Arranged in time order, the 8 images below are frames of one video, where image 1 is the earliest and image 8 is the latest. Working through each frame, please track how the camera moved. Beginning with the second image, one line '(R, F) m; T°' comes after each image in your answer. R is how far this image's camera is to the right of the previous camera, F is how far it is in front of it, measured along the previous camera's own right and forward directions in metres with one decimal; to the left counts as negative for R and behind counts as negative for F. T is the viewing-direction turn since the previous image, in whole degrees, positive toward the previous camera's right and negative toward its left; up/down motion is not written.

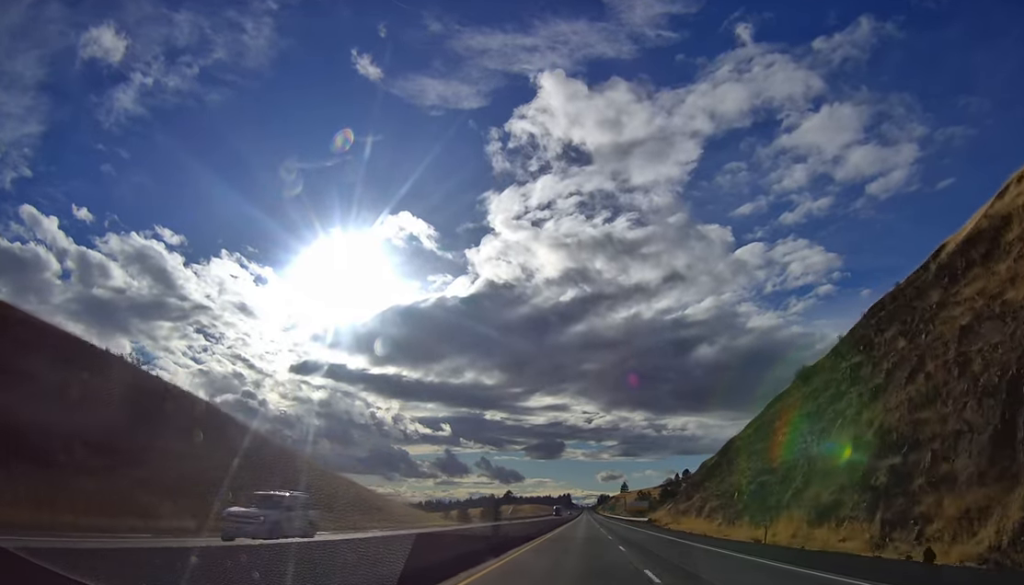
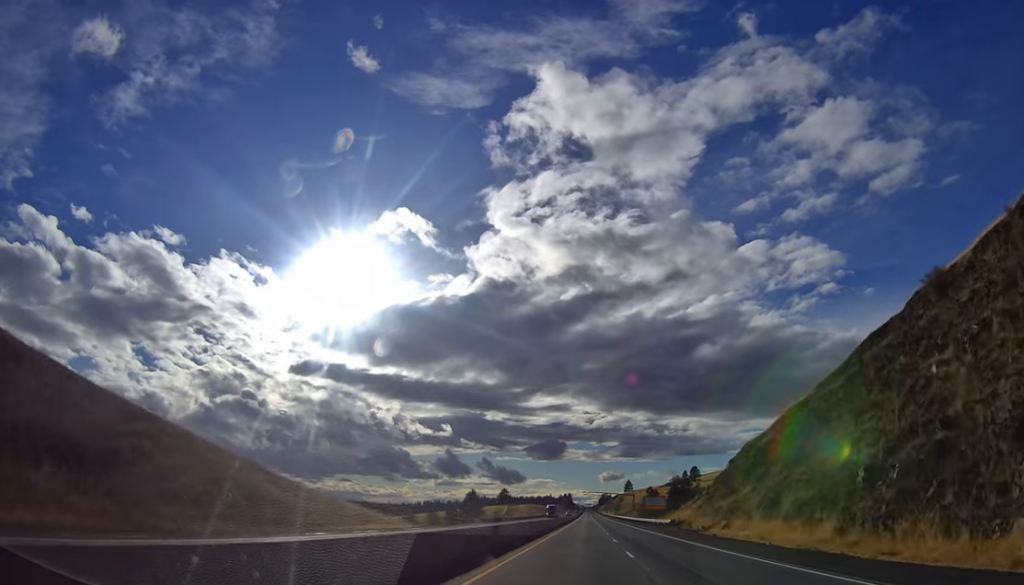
(-0.5, +28.9) m; -1°
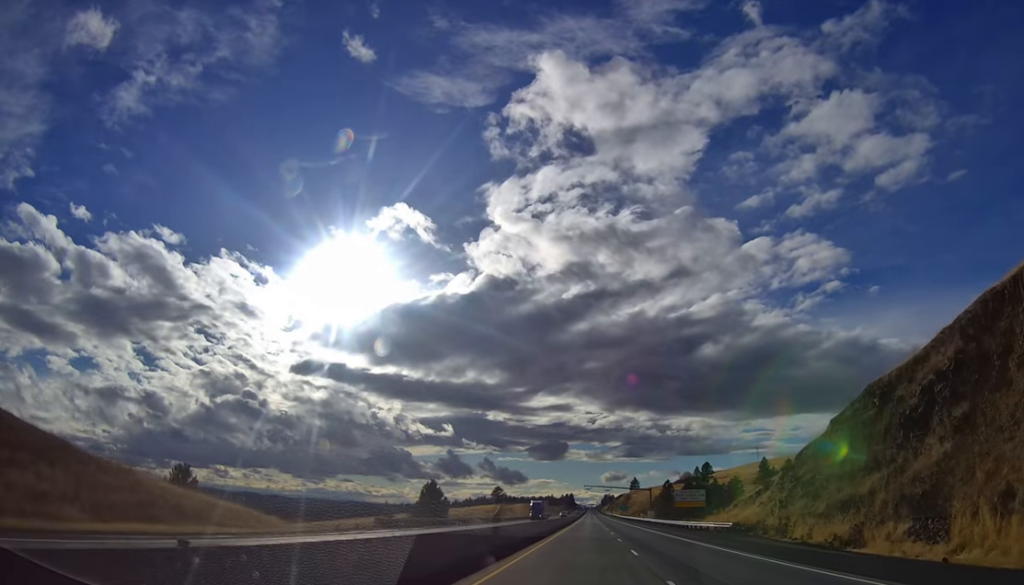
(+0.2, +35.6) m; 0°
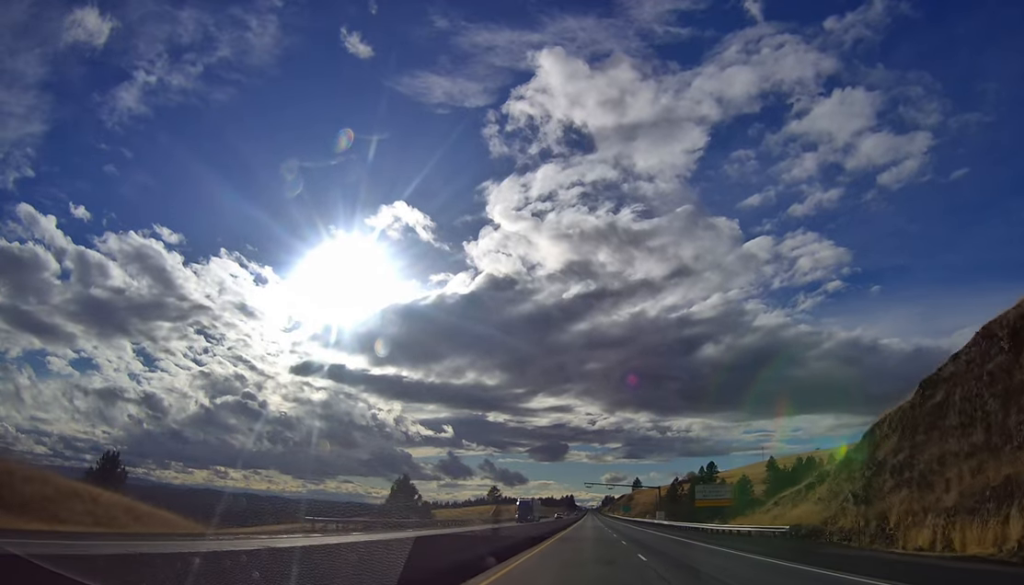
(-0.1, +14.6) m; 0°
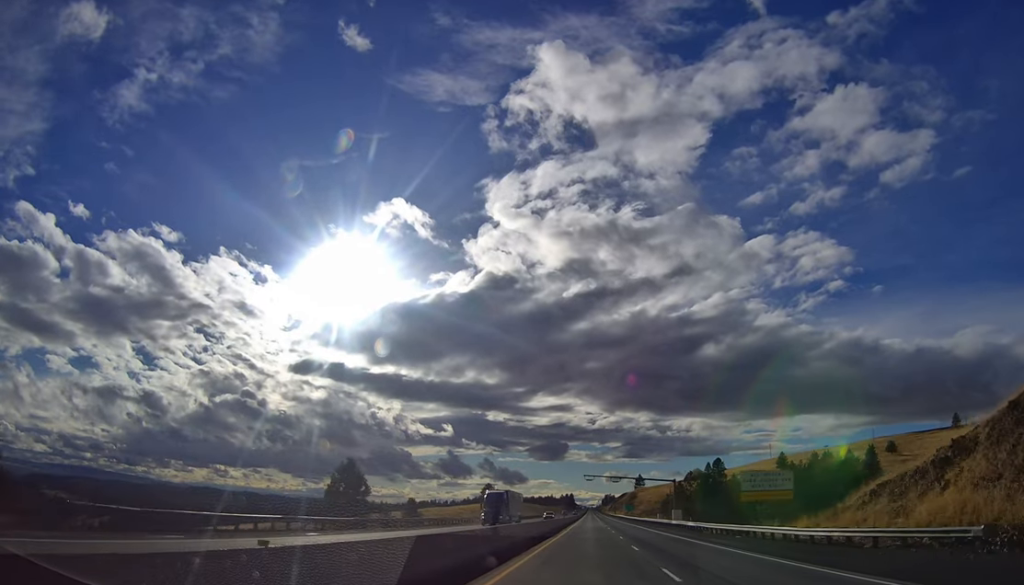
(-0.1, +19.0) m; 0°
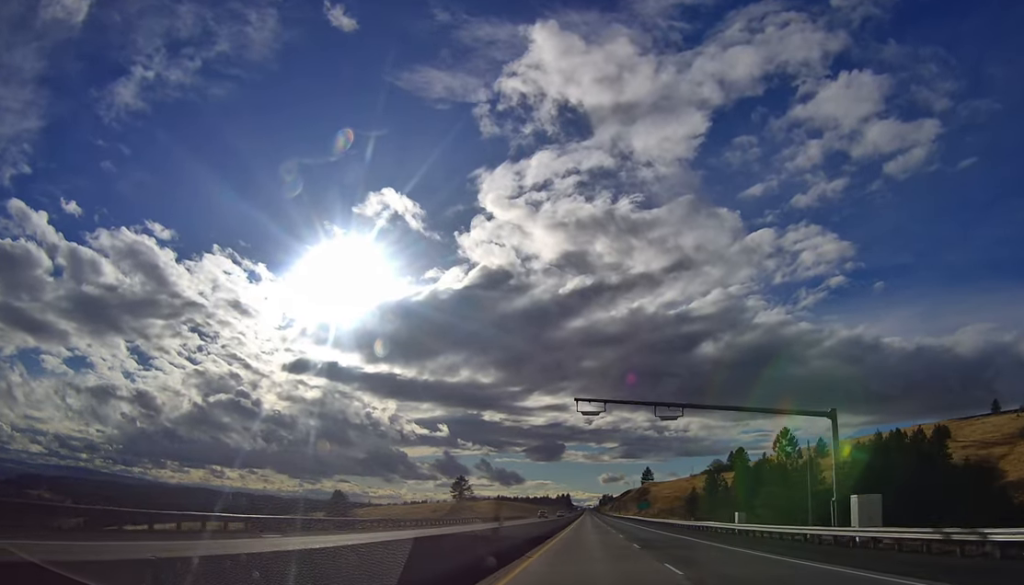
(+1.7, +60.3) m; +2°
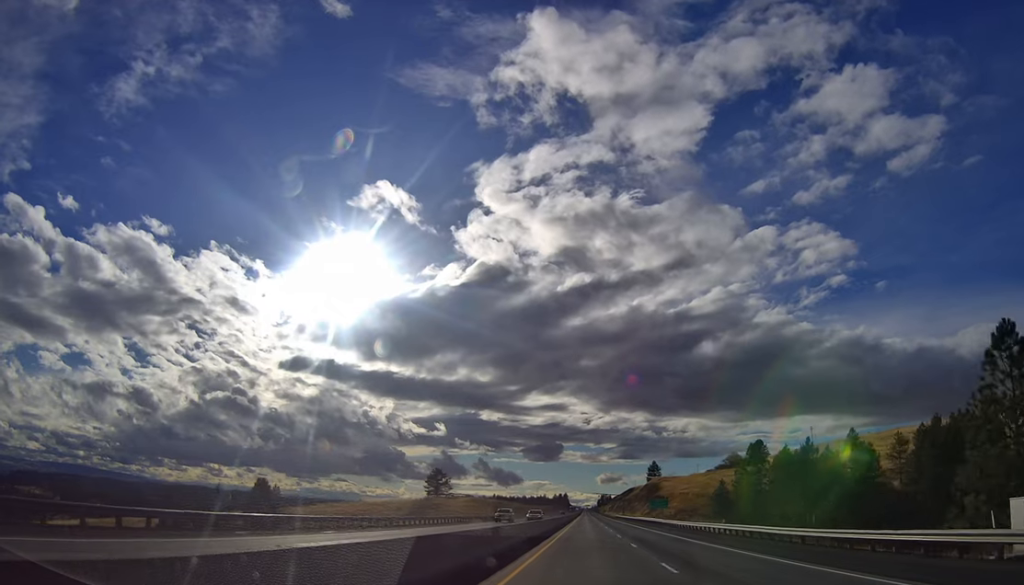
(-0.6, +36.7) m; -1°
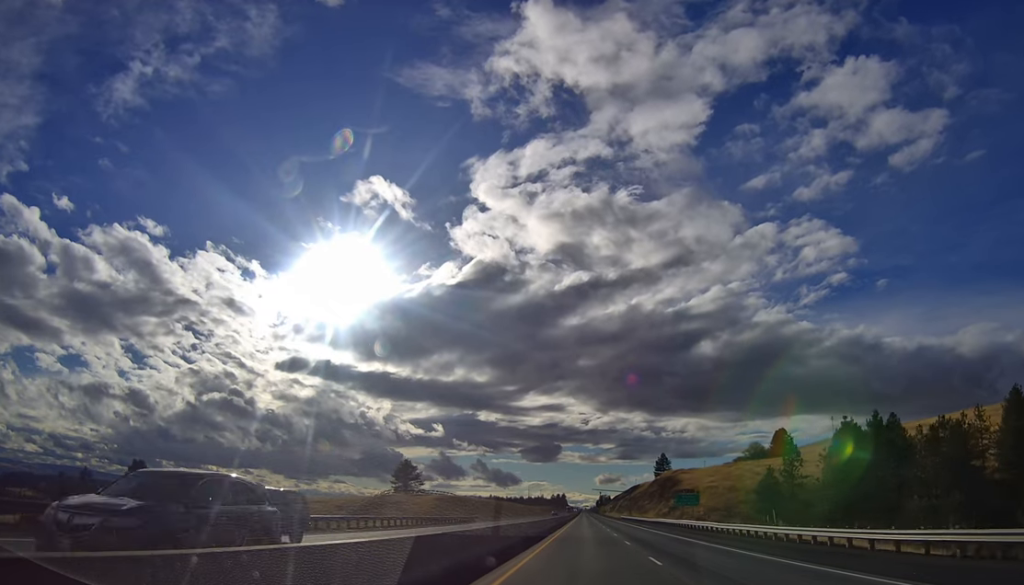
(-0.1, +35.4) m; 0°
